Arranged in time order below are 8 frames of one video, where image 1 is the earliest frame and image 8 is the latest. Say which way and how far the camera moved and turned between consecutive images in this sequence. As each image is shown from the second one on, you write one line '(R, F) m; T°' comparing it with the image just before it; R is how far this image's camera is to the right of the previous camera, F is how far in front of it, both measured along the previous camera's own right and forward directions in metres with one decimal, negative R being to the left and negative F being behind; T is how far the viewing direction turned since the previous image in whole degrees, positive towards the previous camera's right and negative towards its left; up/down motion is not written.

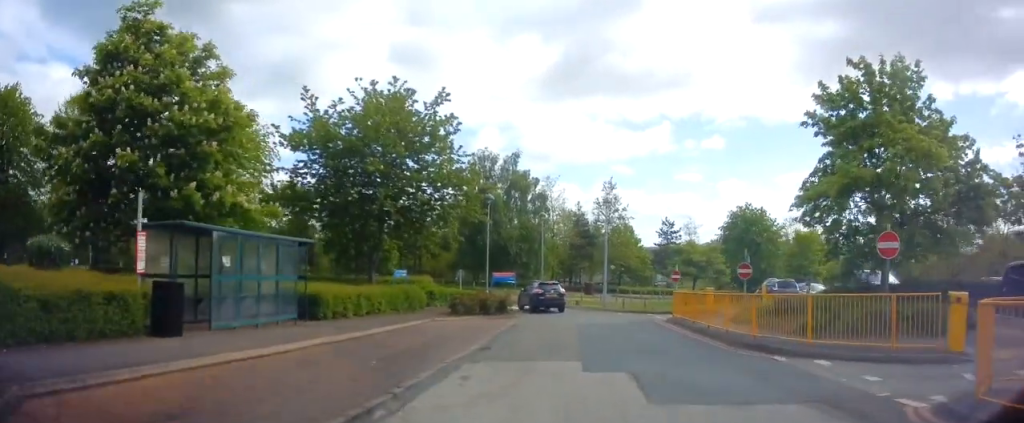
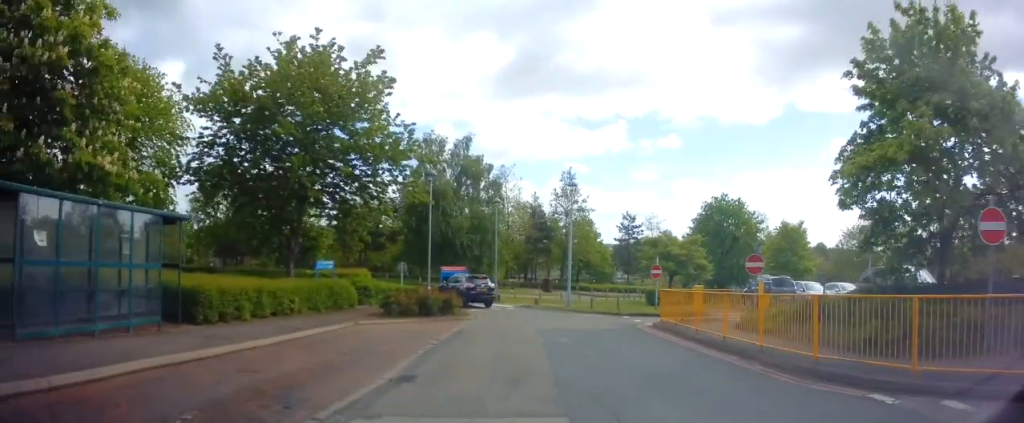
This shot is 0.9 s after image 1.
(+0.1, +4.5) m; +4°
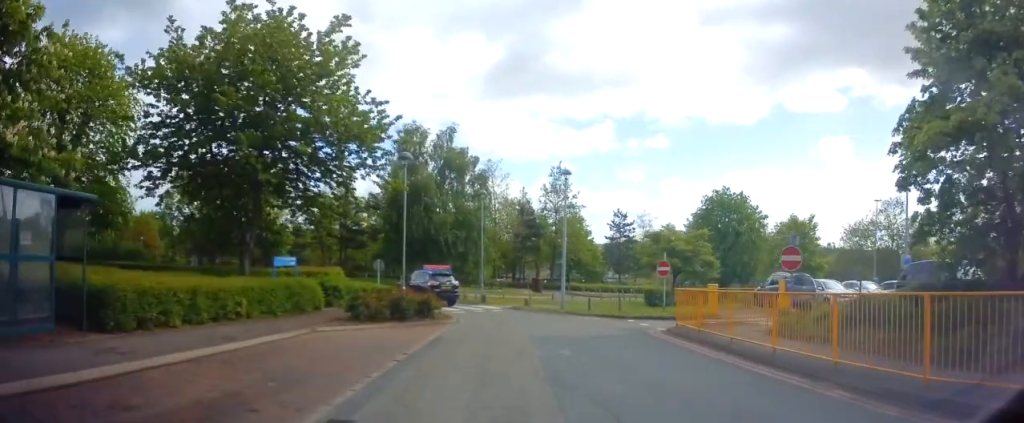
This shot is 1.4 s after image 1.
(+0.1, +2.9) m; +2°
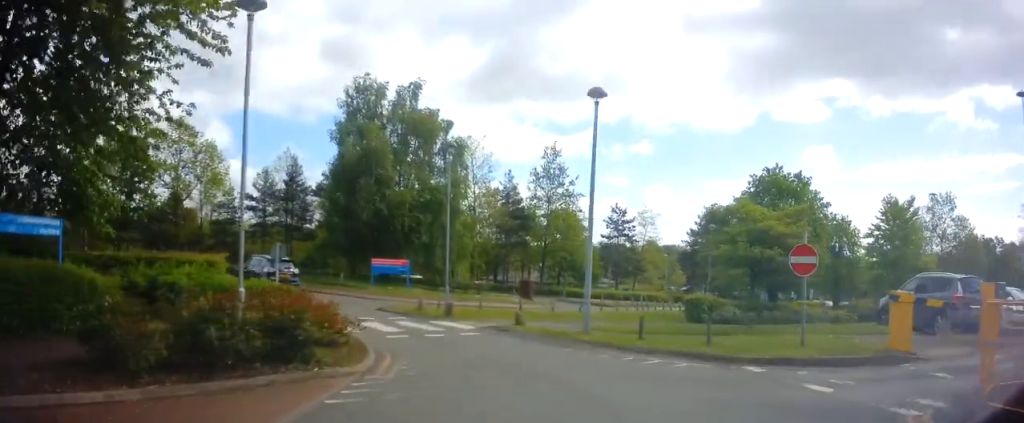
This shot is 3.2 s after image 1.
(+0.4, +11.1) m; +1°
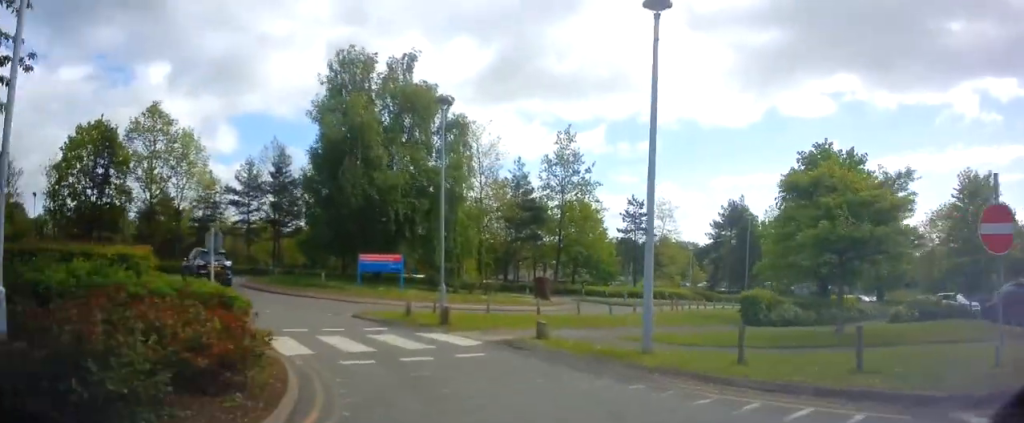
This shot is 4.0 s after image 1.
(-0.1, +4.9) m; -2°
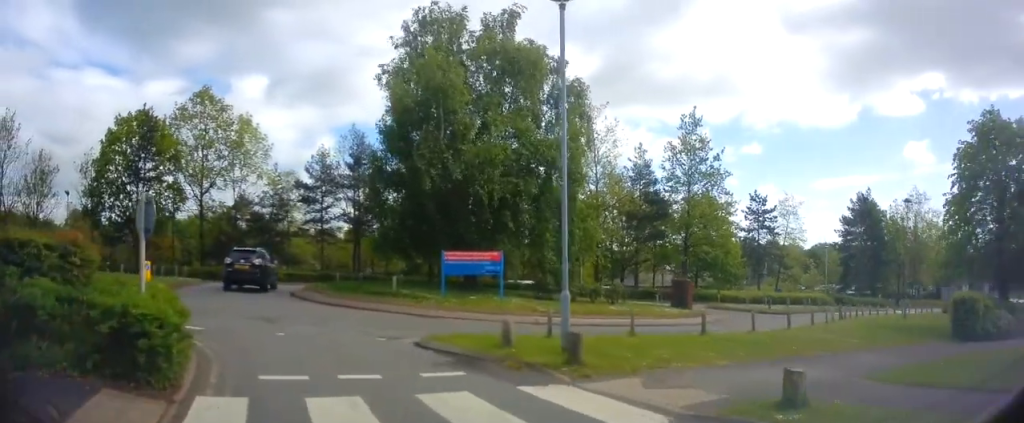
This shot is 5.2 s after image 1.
(-0.4, +6.3) m; -13°
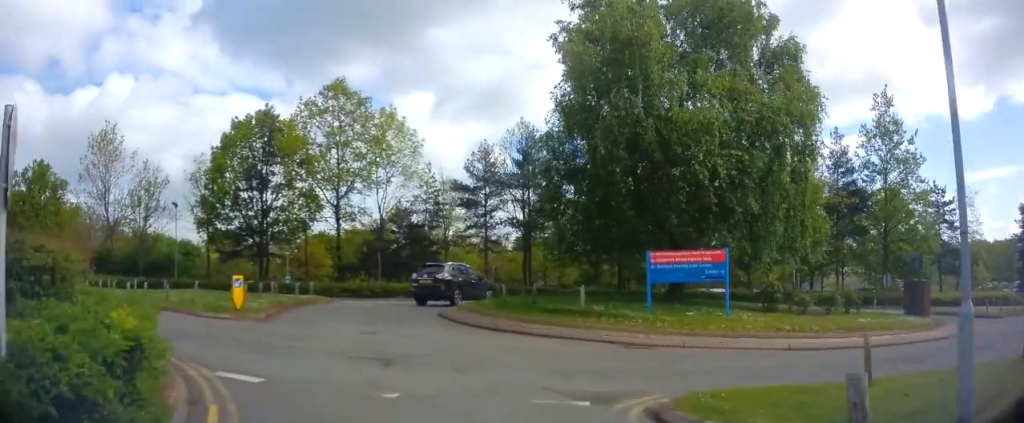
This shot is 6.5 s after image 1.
(-0.9, +4.9) m; -17°
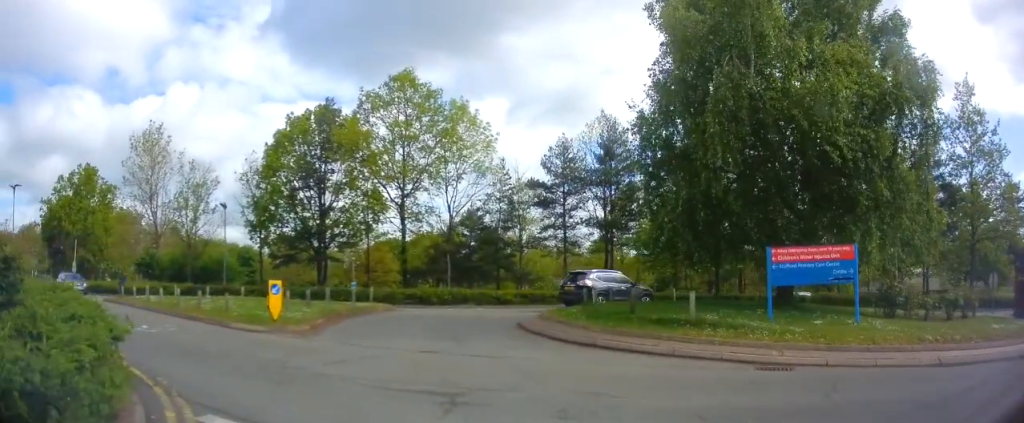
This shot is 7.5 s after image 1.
(-0.2, +2.4) m; -3°
